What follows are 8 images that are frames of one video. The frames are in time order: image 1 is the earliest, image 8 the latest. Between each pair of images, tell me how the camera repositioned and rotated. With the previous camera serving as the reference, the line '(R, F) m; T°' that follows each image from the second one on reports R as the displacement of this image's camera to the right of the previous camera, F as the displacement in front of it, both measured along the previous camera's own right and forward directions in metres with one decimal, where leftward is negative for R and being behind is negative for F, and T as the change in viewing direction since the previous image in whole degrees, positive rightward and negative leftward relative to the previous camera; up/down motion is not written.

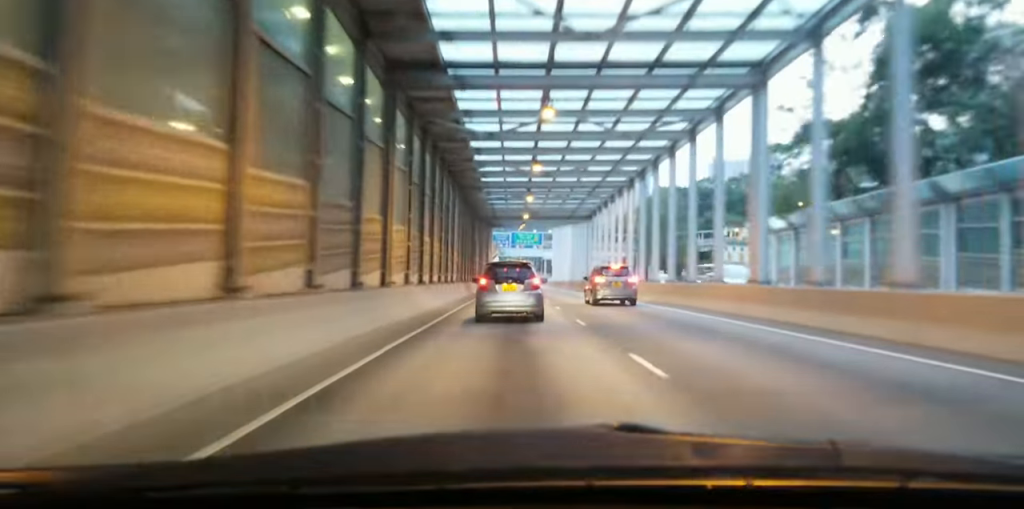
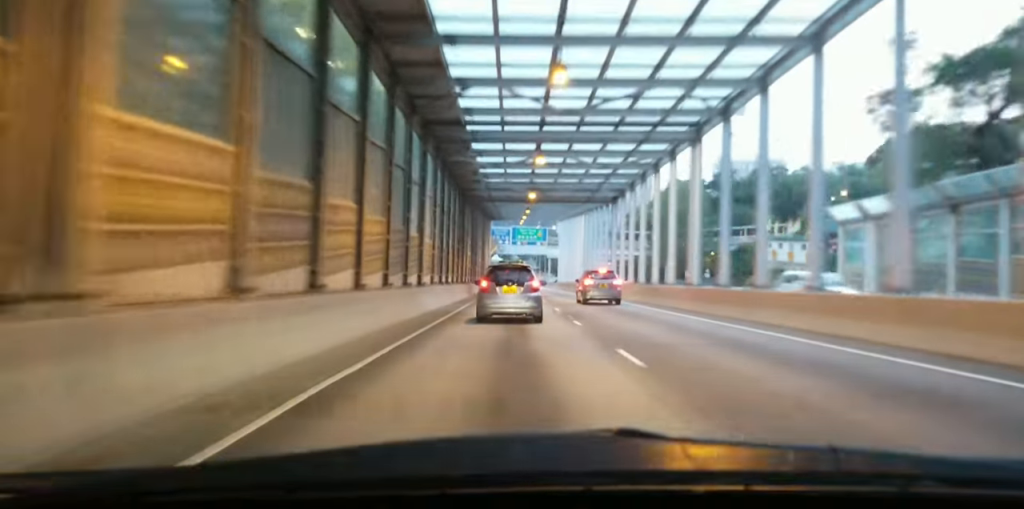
(0.0, +17.2) m; 0°
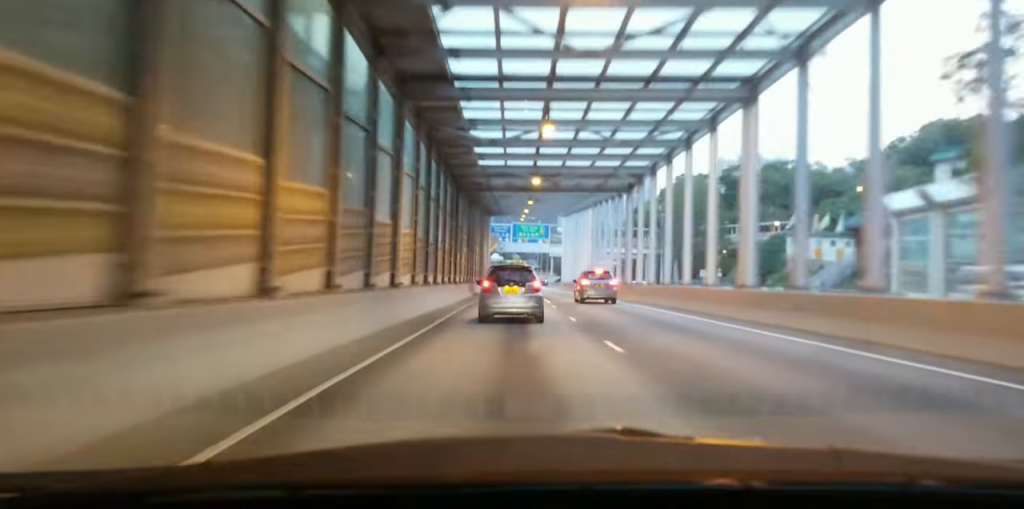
(0.0, +6.4) m; 0°
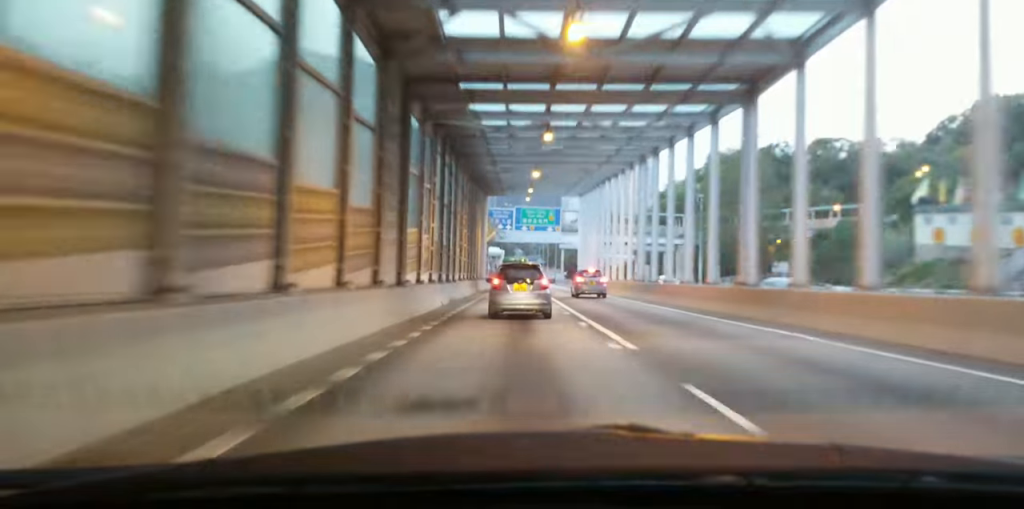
(+0.1, +21.9) m; +2°
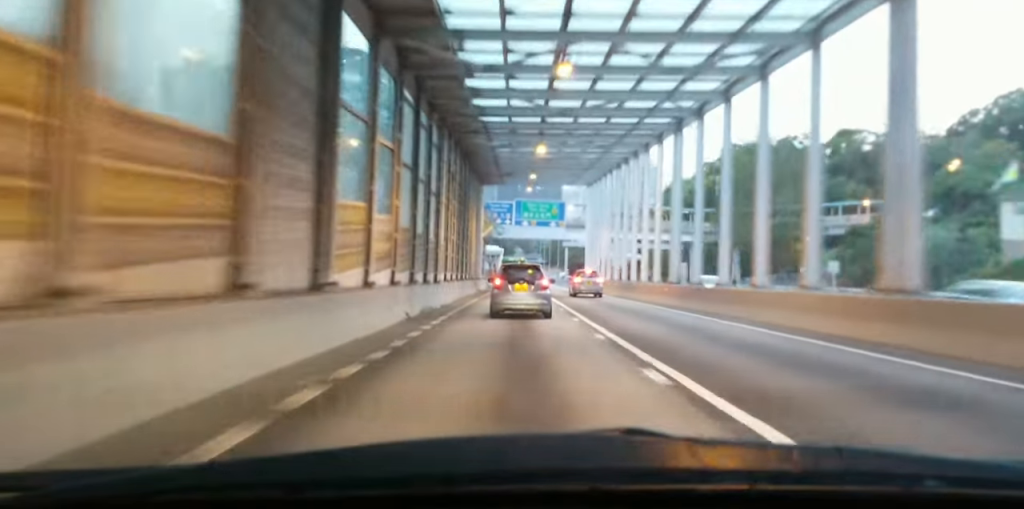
(+0.1, +8.9) m; +1°
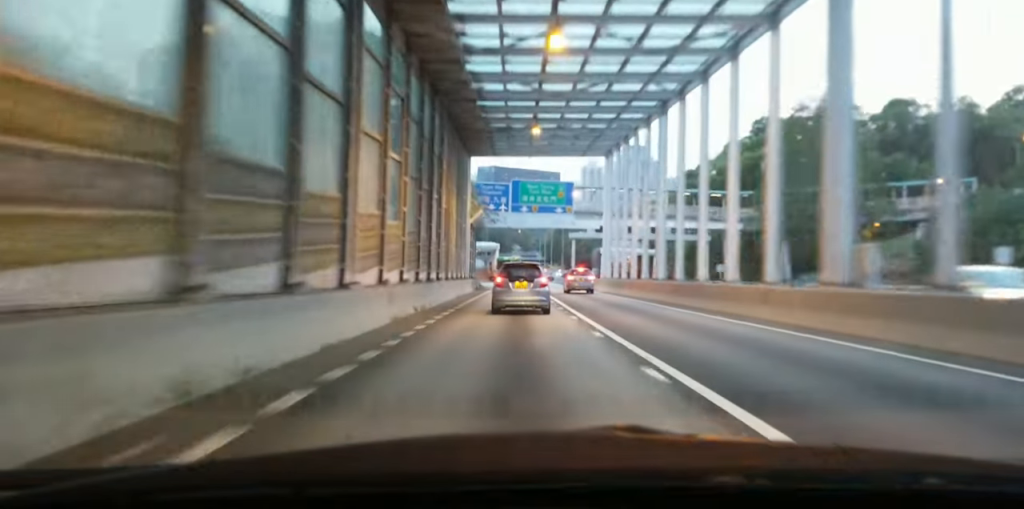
(+0.3, +17.9) m; +1°
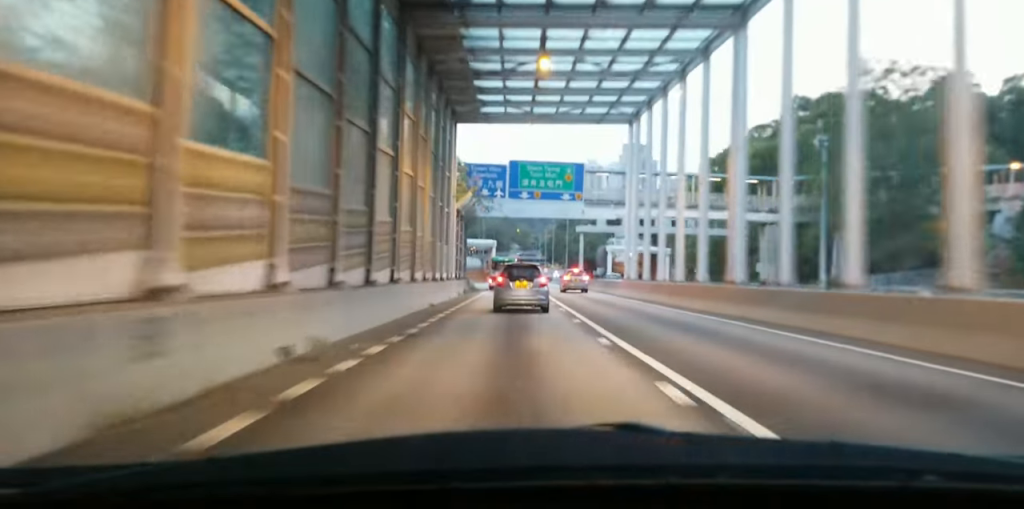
(+0.1, +15.1) m; 0°
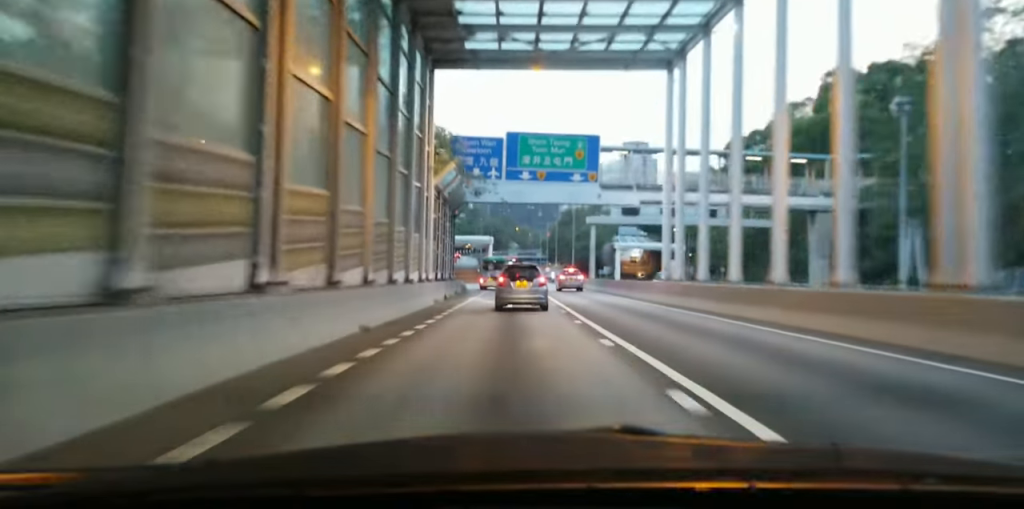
(-0.1, +14.5) m; -1°
